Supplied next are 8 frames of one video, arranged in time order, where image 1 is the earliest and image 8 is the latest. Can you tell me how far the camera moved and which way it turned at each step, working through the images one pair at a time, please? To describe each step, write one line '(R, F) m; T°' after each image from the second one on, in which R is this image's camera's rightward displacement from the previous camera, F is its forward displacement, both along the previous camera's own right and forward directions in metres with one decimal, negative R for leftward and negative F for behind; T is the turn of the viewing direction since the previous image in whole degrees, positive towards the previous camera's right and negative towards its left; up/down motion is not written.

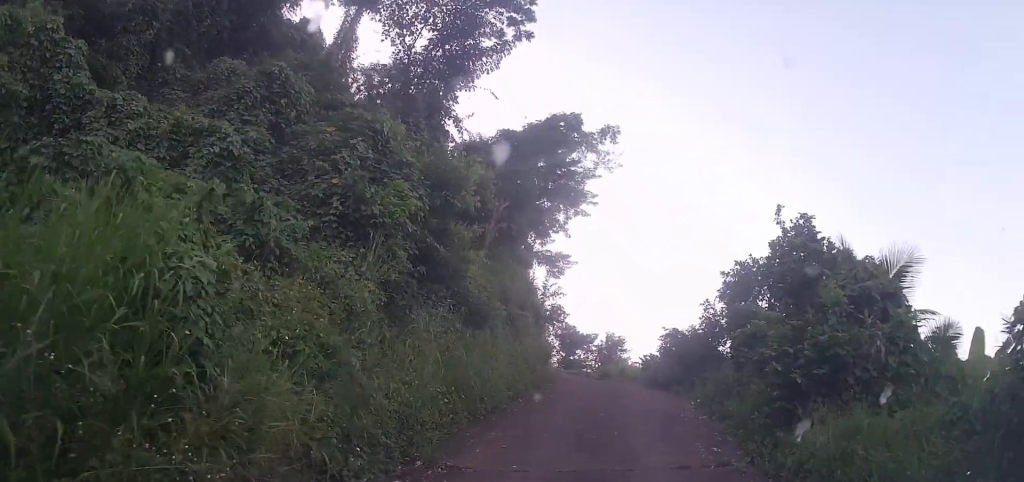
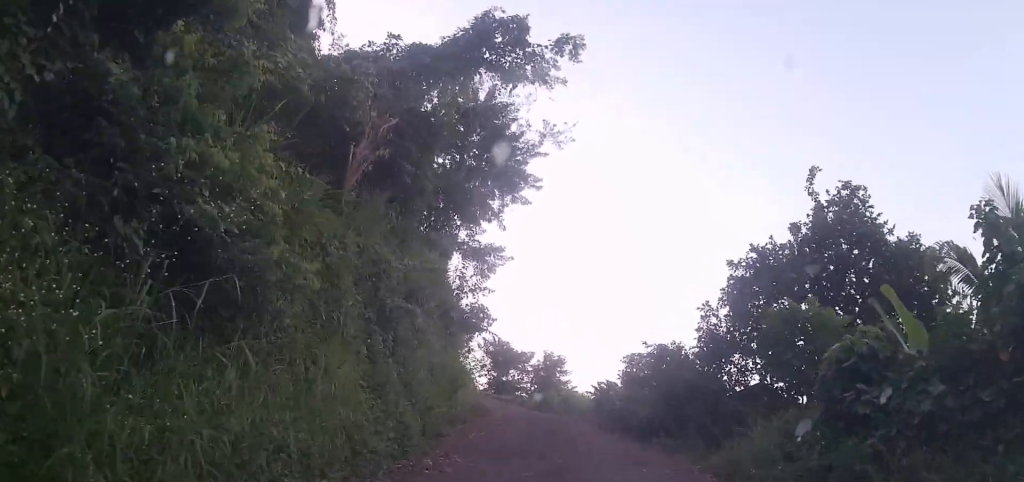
(+1.0, +8.4) m; +14°
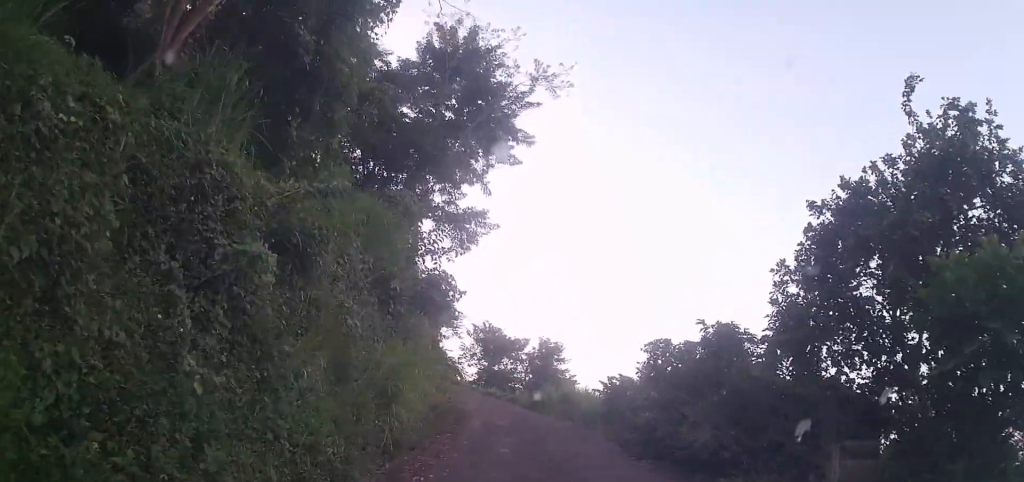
(-0.1, +4.9) m; -3°
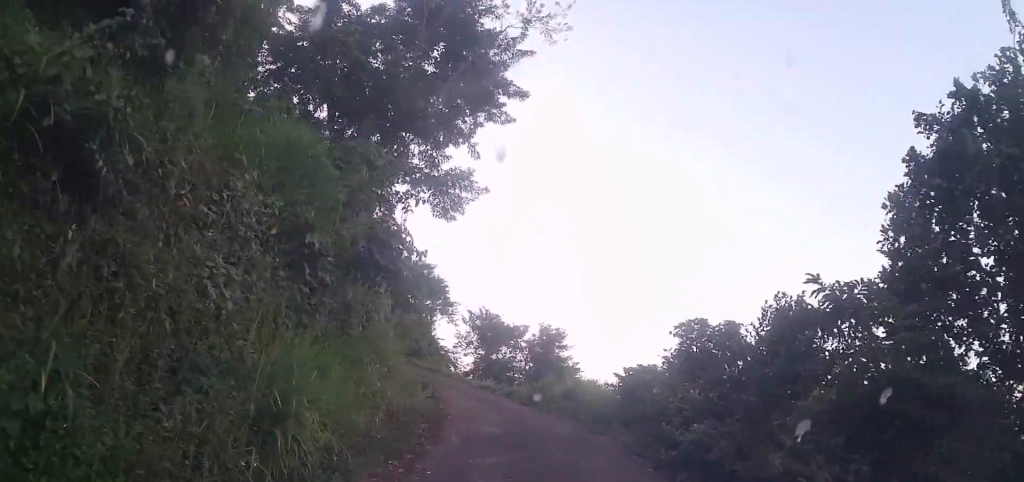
(+0.1, +2.5) m; -6°
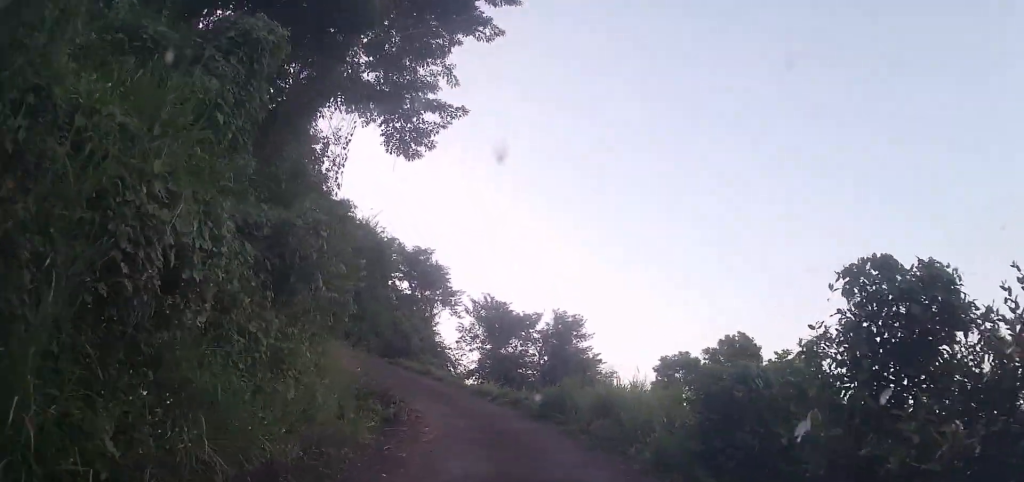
(-0.1, +4.8) m; +7°
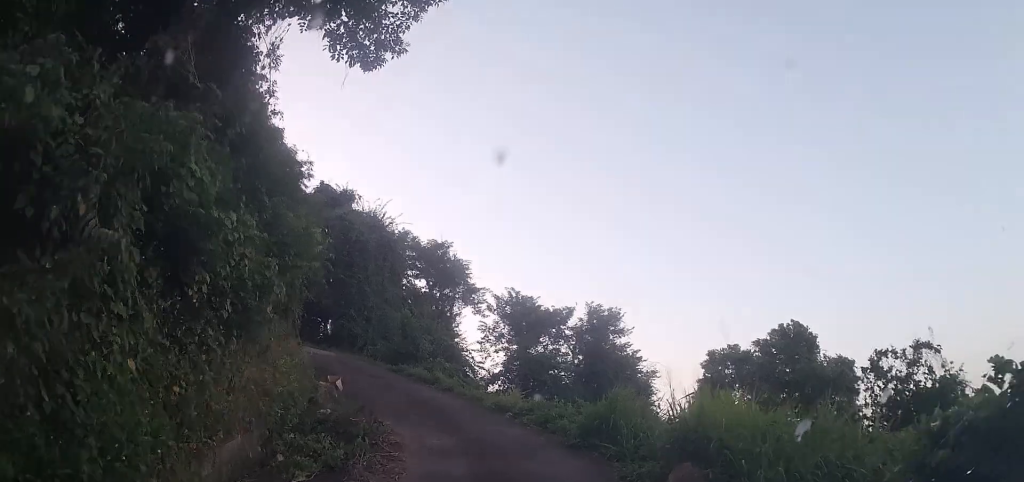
(+0.4, +3.7) m; +1°
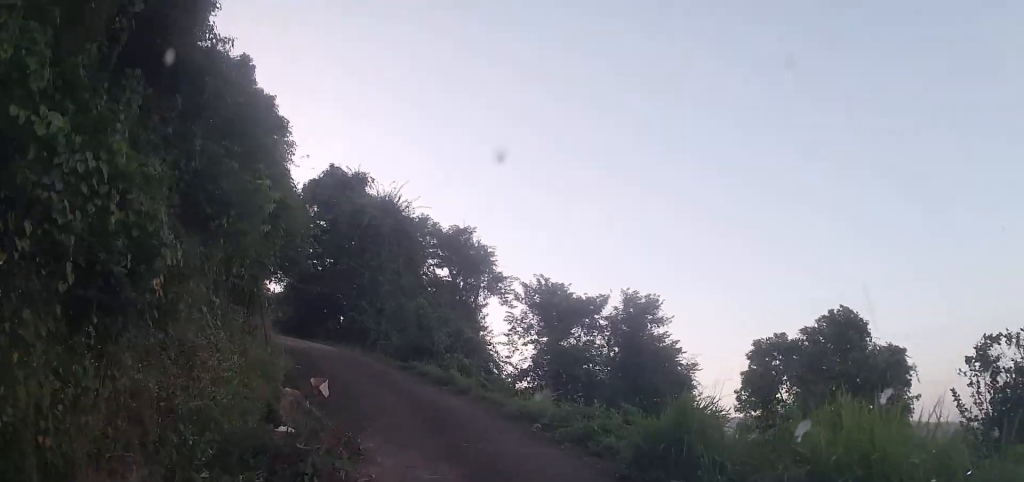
(-0.1, +2.7) m; -8°
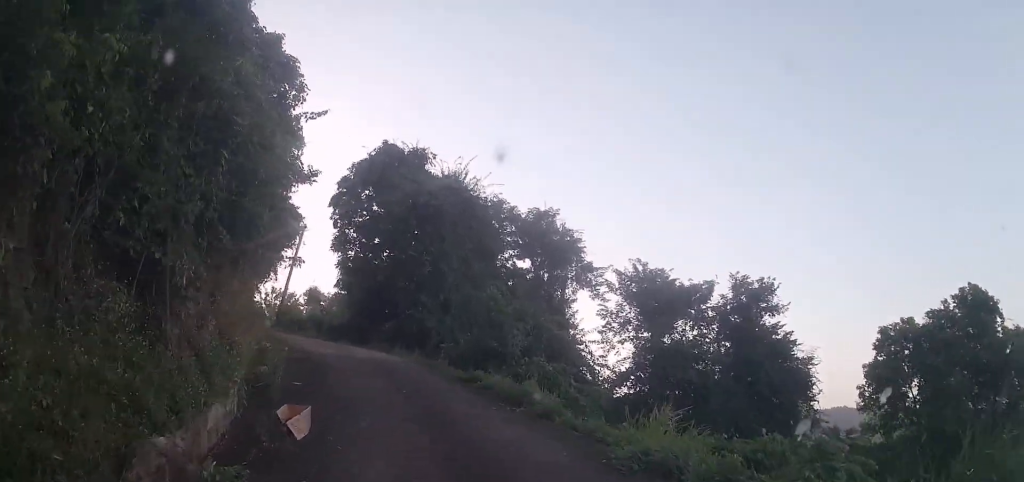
(-0.6, +4.2) m; -16°
